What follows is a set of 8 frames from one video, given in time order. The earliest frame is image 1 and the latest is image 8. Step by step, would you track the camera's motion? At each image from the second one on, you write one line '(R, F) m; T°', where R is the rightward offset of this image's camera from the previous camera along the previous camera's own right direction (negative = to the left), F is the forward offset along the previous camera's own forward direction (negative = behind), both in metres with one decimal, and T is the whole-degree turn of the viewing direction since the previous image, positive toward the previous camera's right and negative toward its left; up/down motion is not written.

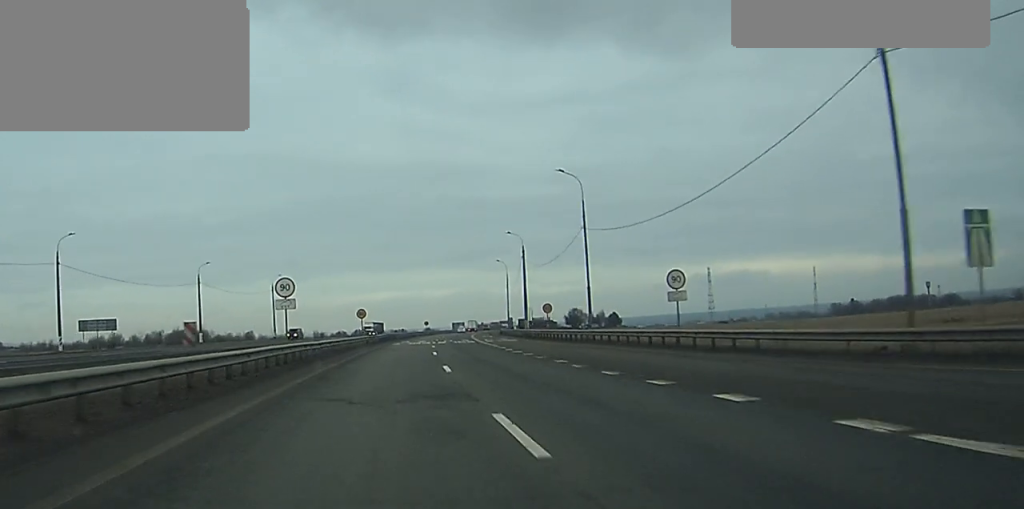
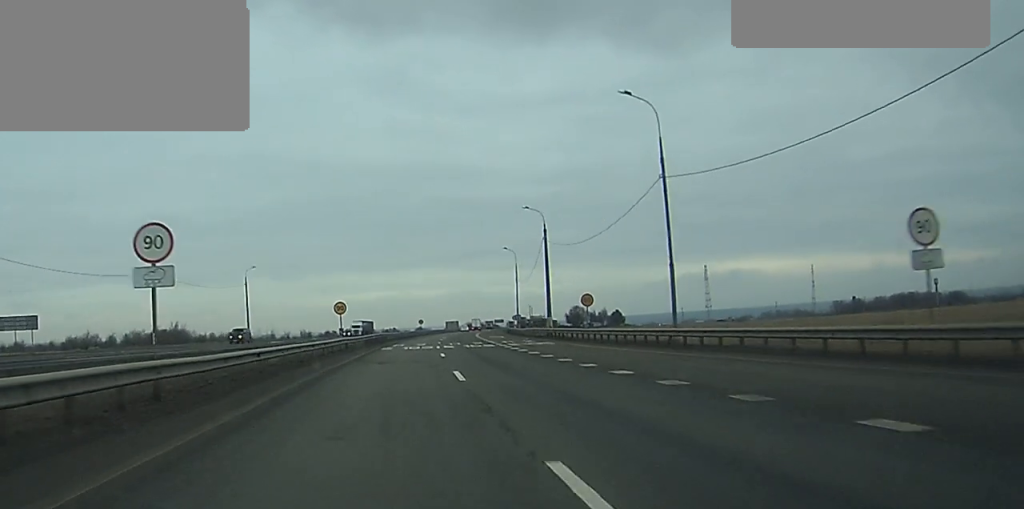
(+0.1, +20.4) m; +1°
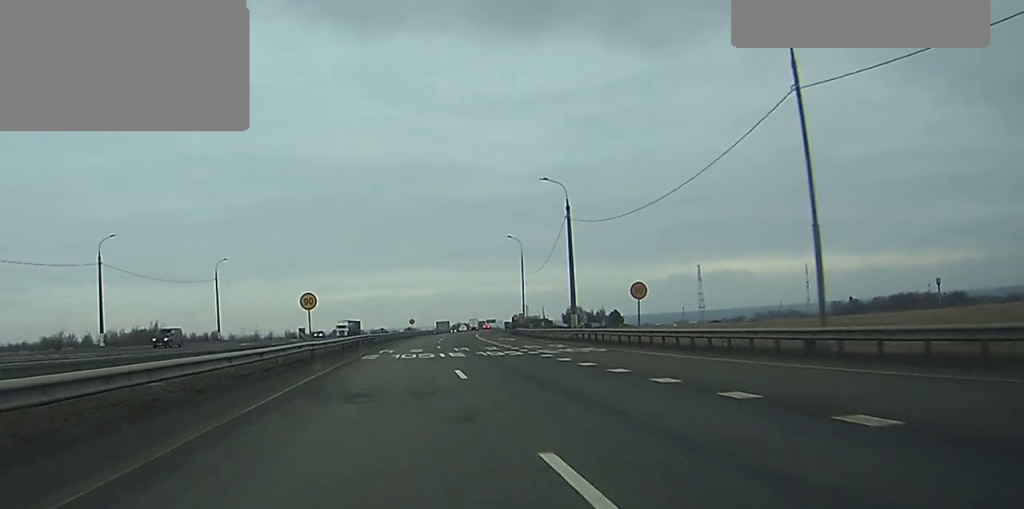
(+0.1, +15.7) m; +1°
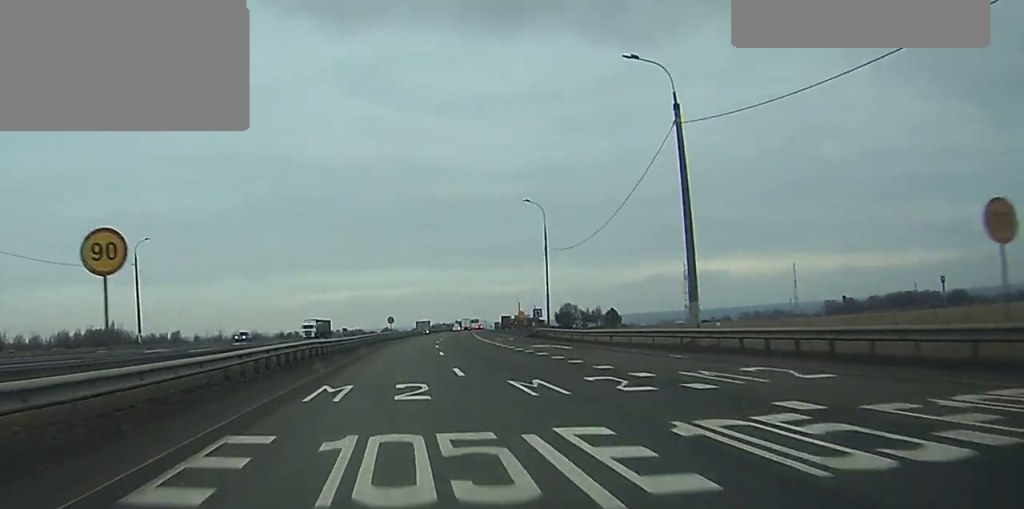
(+0.3, +30.5) m; +1°
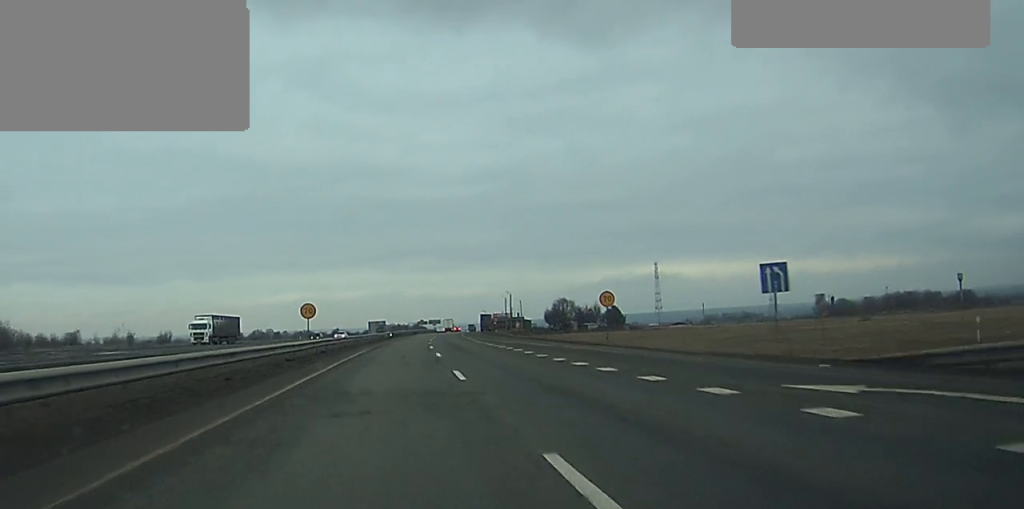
(+1.7, +65.7) m; +3°
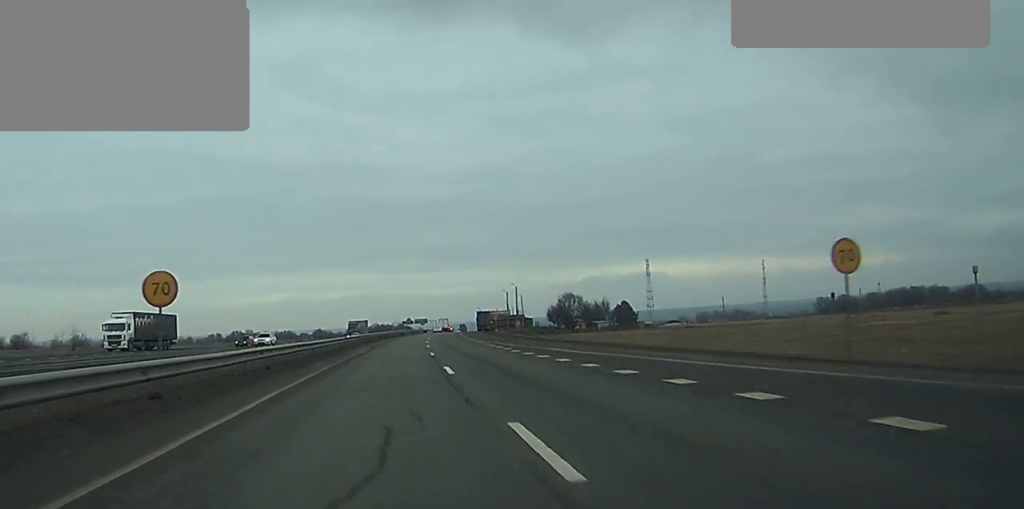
(+0.2, +29.6) m; +1°
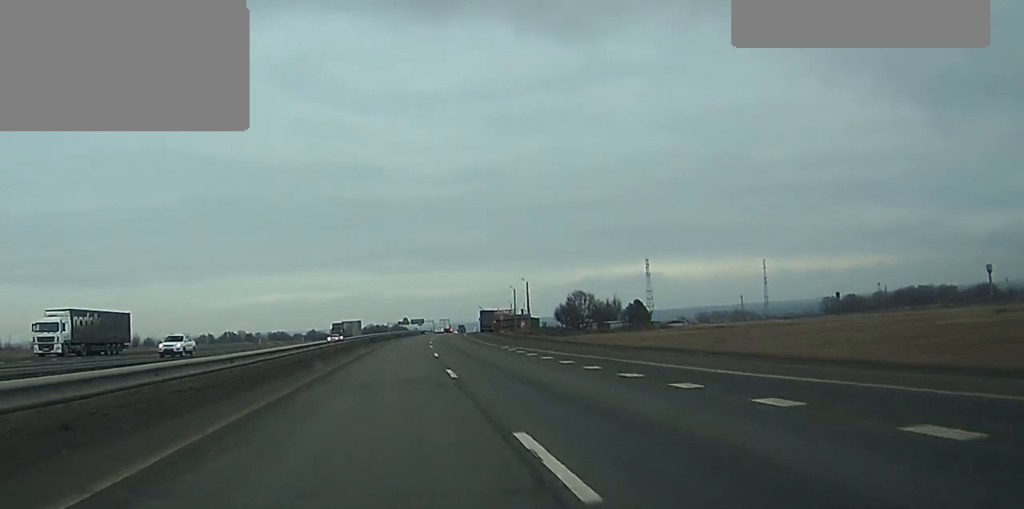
(+0.1, +16.6) m; 0°
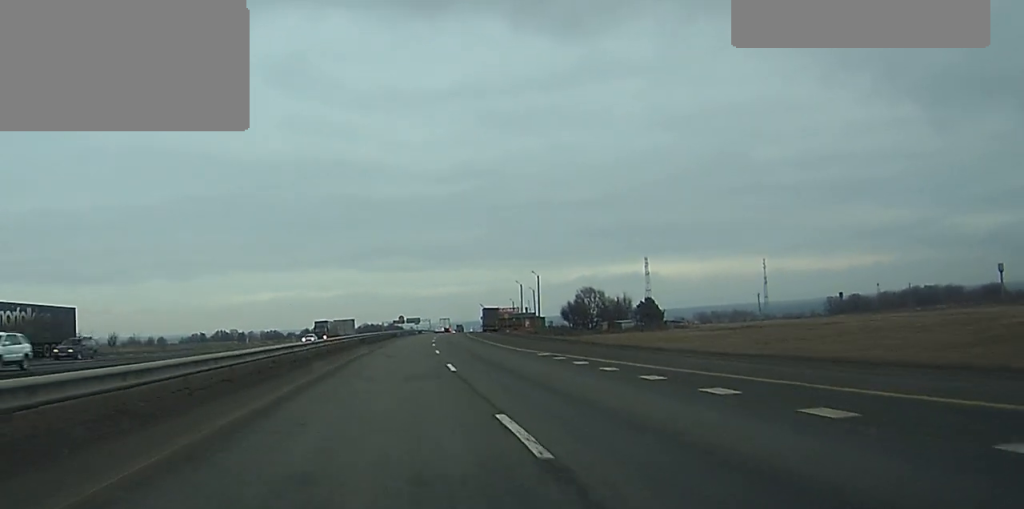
(+0.1, +13.9) m; 0°
